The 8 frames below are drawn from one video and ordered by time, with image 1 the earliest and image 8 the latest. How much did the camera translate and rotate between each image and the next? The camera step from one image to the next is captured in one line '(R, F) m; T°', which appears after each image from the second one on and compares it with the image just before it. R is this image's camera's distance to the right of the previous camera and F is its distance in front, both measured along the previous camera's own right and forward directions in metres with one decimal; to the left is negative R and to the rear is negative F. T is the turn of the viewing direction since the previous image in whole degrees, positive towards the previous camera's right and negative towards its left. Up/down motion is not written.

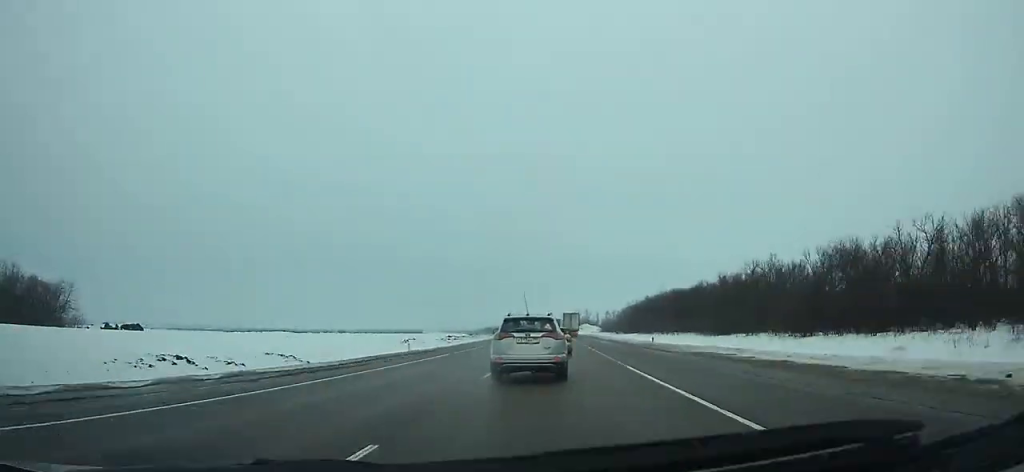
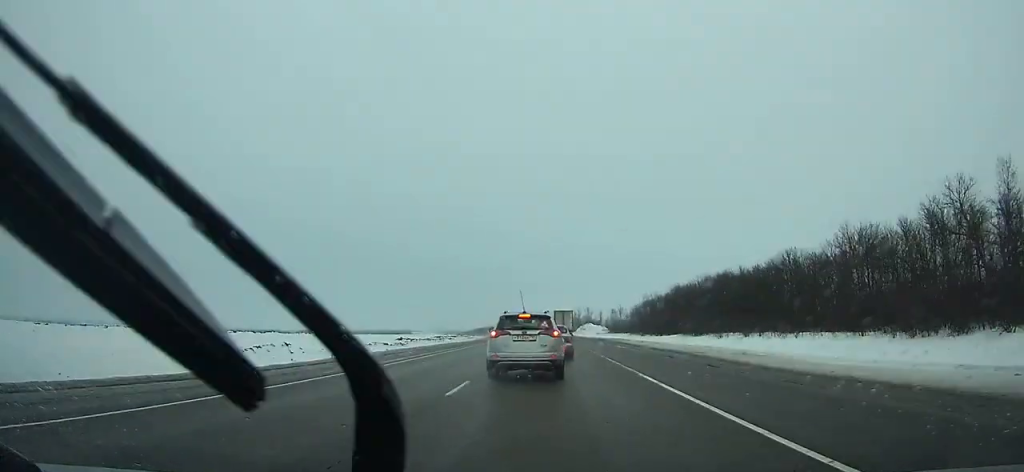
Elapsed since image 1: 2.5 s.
(+0.1, +60.6) m; 0°
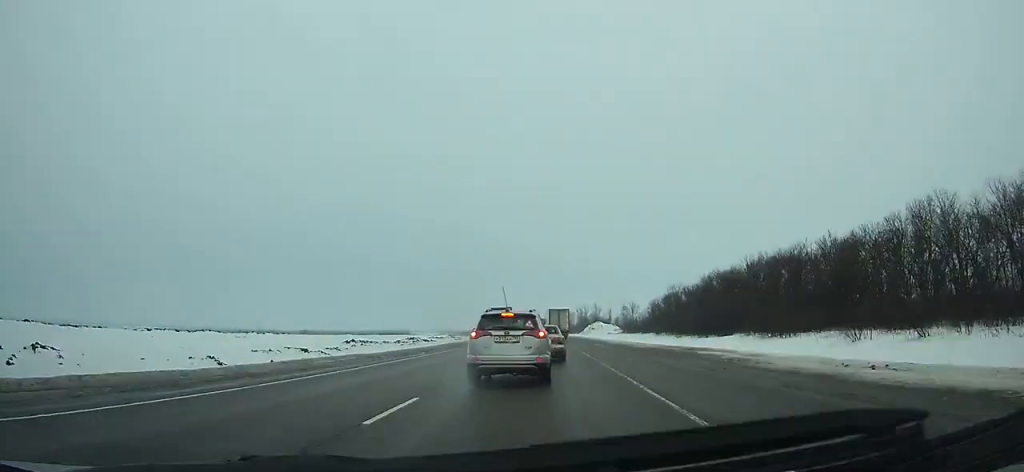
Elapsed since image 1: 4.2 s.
(0.0, +39.5) m; 0°
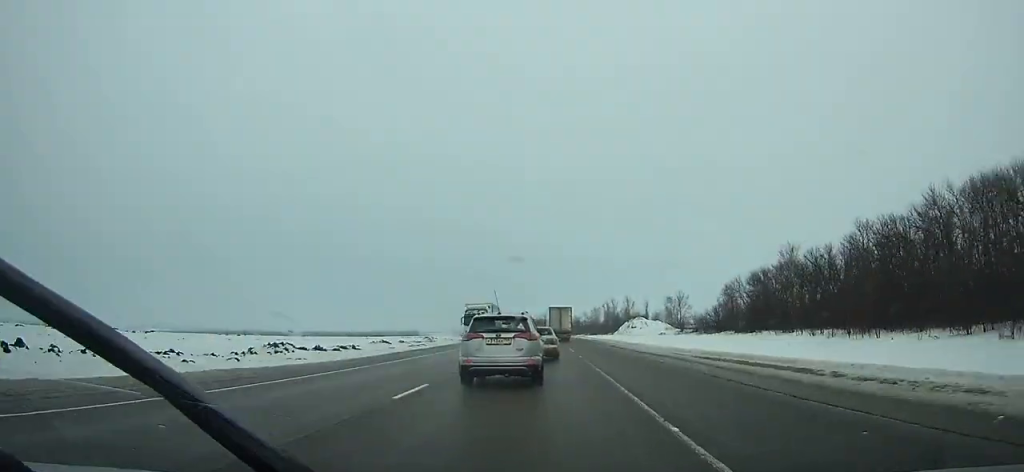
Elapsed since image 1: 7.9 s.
(-1.5, +81.1) m; -2°
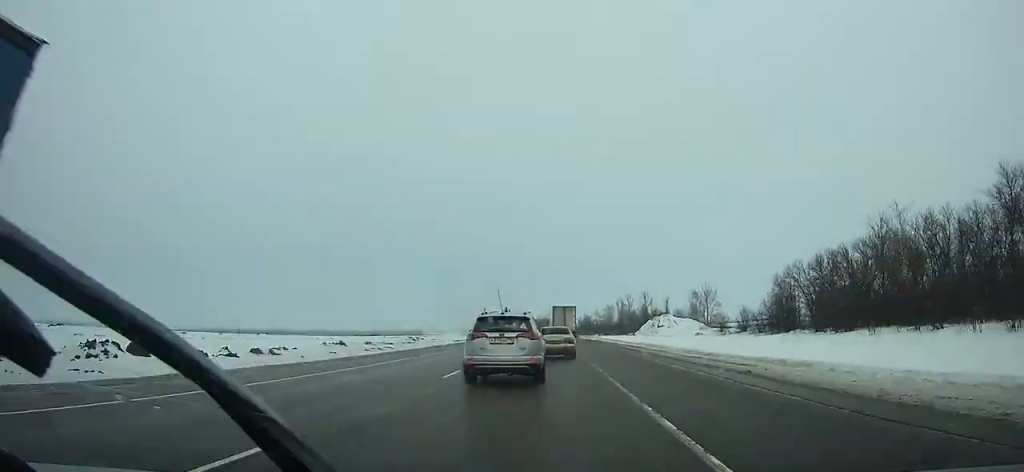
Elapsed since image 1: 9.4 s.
(-0.2, +32.1) m; -1°
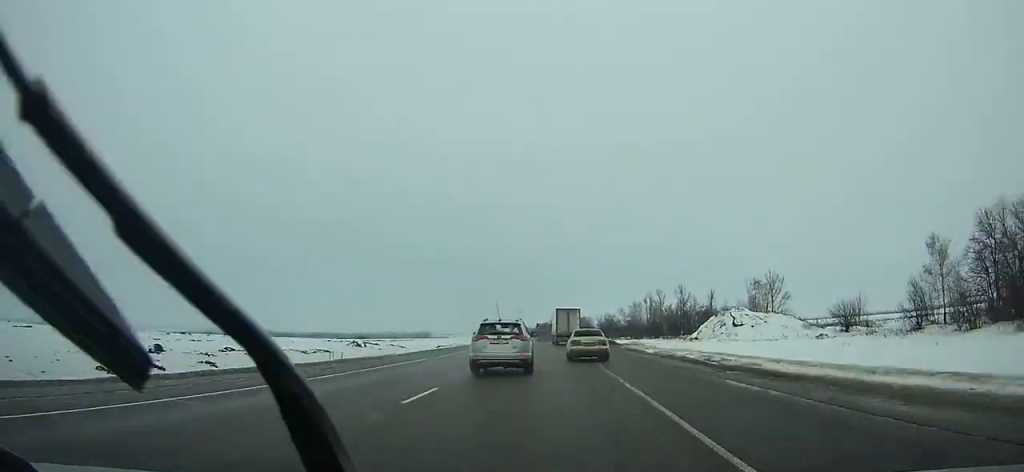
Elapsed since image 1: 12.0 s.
(-0.7, +56.2) m; -1°
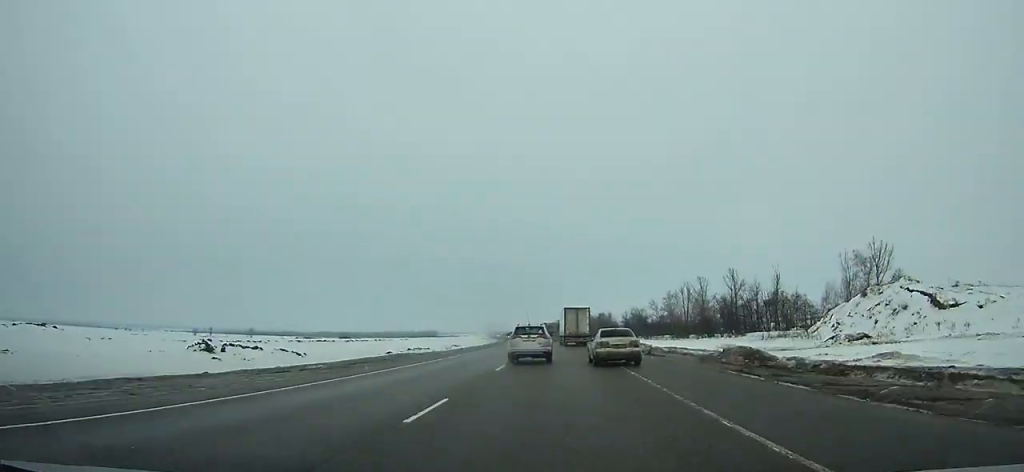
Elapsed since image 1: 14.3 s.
(-0.5, +51.7) m; -1°
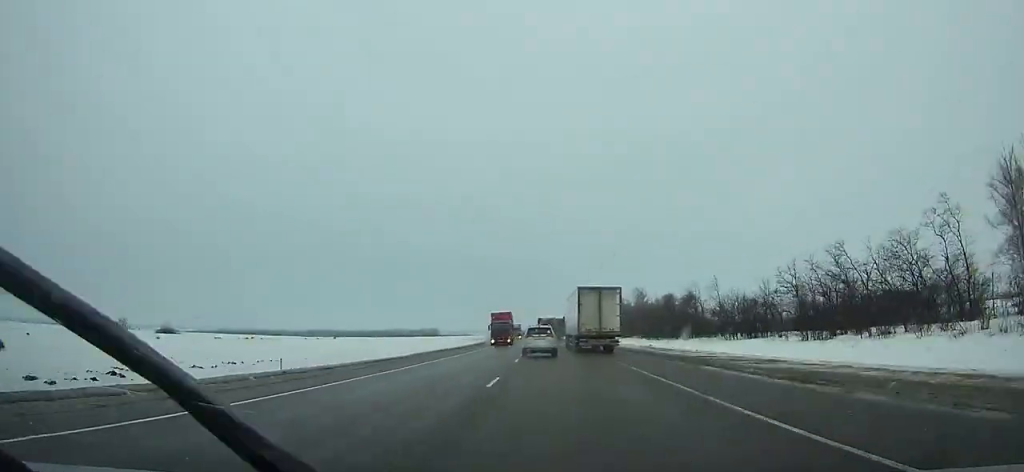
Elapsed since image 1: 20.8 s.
(-4.2, +159.2) m; -3°
